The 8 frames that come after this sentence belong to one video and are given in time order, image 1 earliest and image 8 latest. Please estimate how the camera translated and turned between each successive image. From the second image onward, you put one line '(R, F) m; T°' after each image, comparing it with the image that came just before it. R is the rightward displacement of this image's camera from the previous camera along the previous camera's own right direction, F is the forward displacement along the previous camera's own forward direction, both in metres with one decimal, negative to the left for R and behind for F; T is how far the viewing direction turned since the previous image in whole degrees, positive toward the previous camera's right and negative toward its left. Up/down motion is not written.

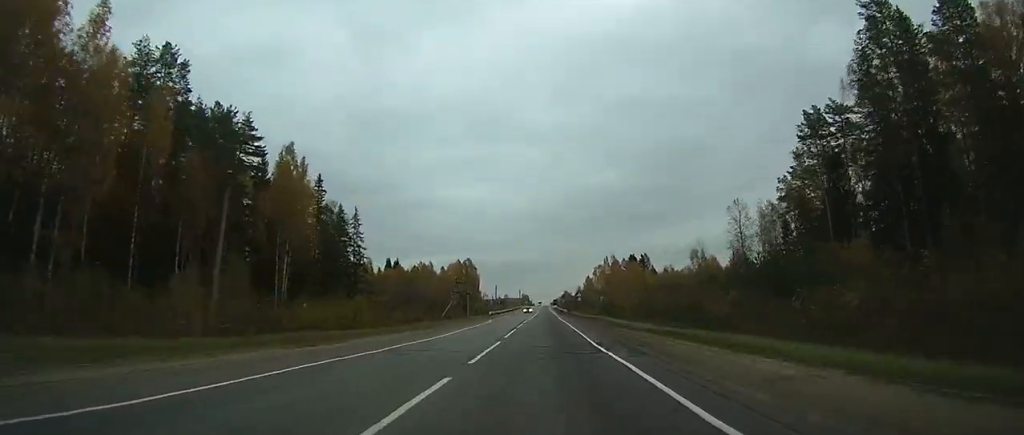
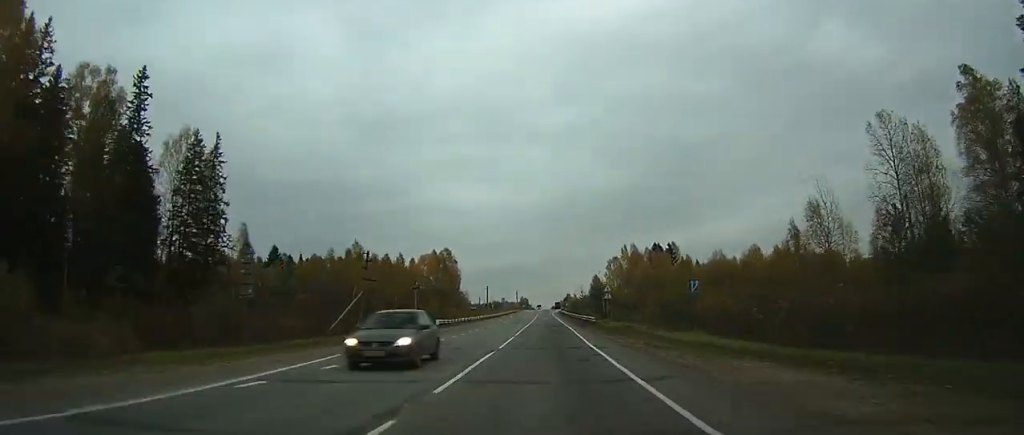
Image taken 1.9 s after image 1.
(-0.1, +49.6) m; 0°
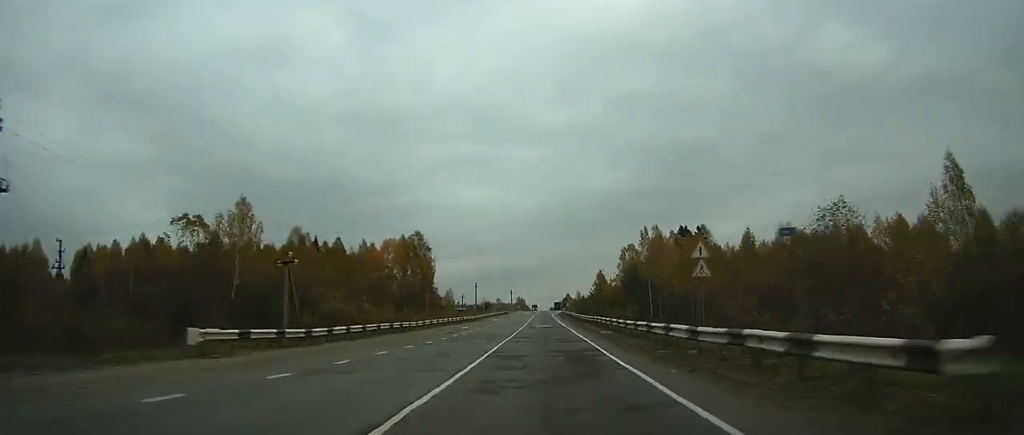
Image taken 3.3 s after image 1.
(0.0, +38.5) m; 0°
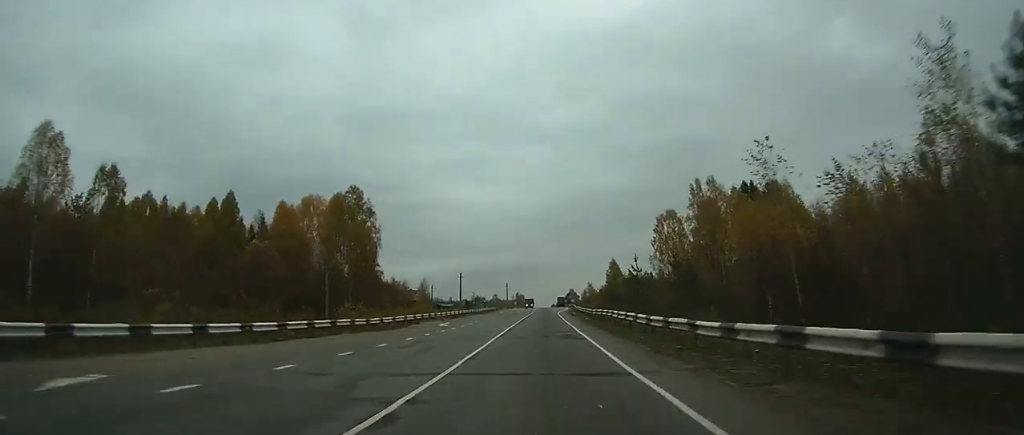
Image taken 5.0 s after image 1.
(0.0, +49.4) m; 0°
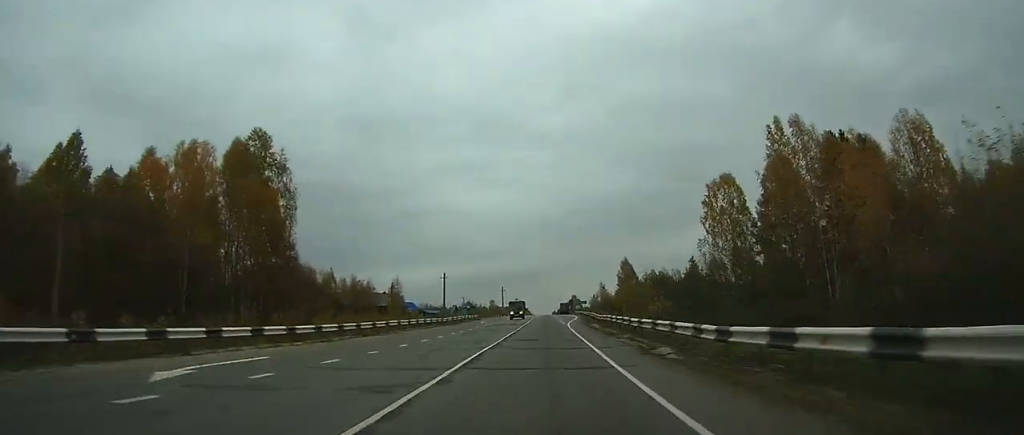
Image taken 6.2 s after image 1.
(0.0, +34.0) m; 0°
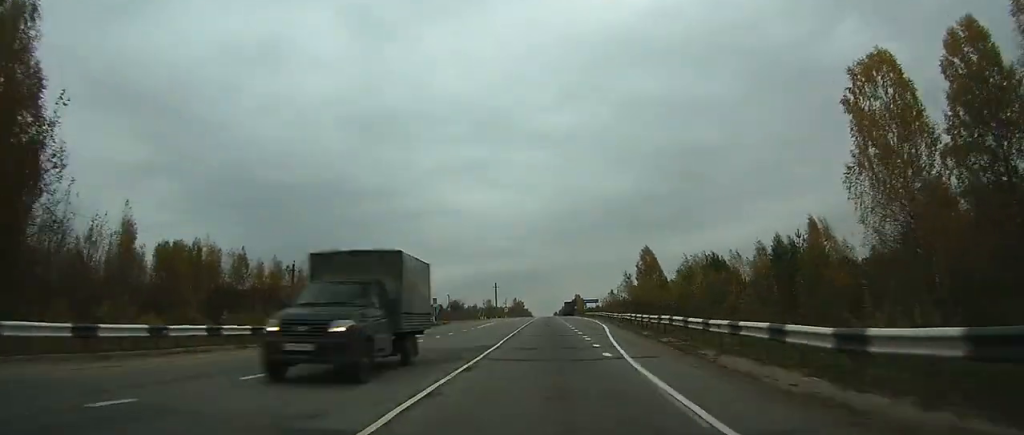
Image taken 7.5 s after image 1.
(-0.1, +36.7) m; 0°
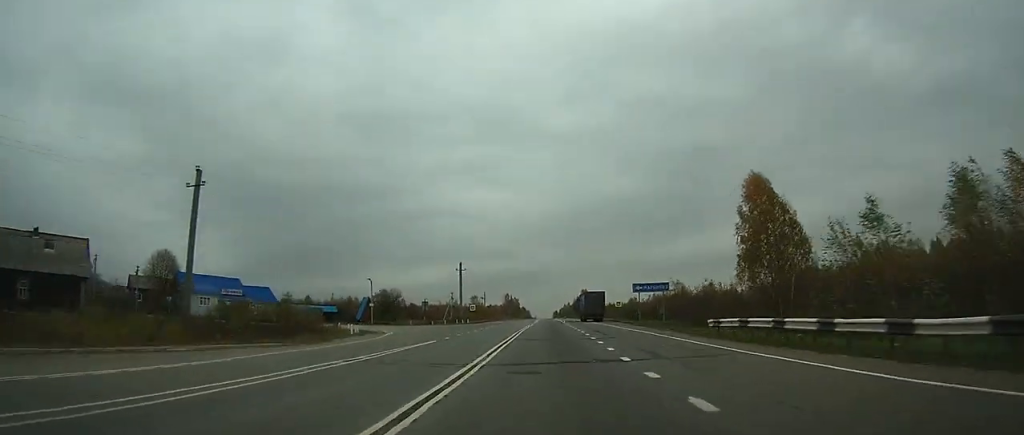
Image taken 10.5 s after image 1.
(+0.1, +79.7) m; 0°
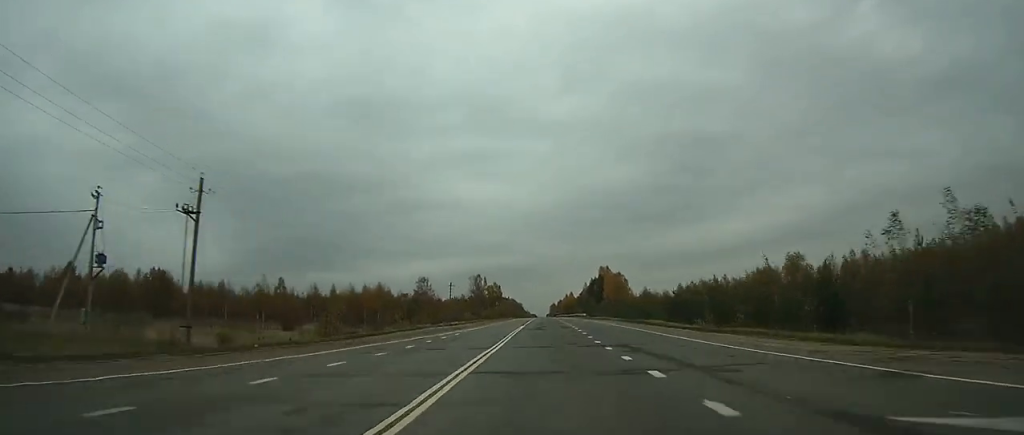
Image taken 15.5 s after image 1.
(+0.3, +138.3) m; 0°
